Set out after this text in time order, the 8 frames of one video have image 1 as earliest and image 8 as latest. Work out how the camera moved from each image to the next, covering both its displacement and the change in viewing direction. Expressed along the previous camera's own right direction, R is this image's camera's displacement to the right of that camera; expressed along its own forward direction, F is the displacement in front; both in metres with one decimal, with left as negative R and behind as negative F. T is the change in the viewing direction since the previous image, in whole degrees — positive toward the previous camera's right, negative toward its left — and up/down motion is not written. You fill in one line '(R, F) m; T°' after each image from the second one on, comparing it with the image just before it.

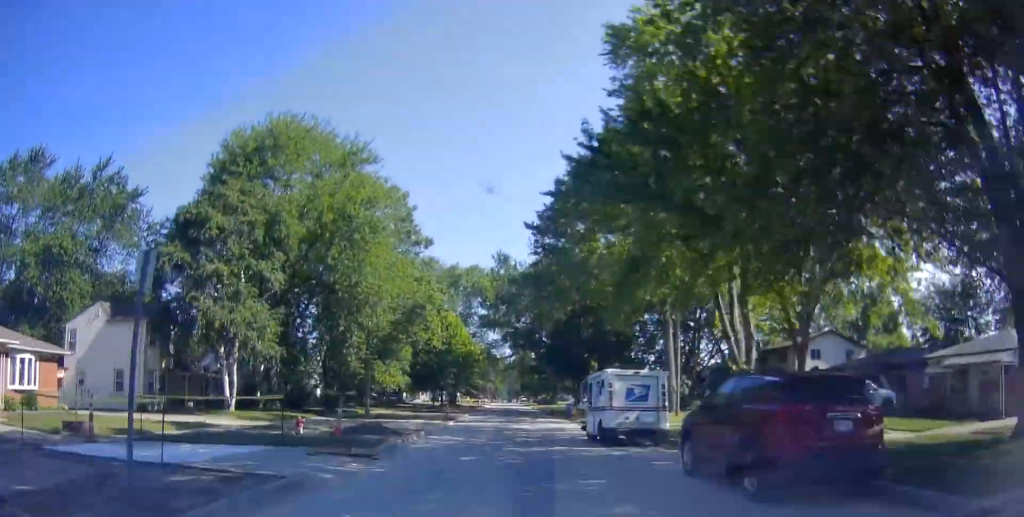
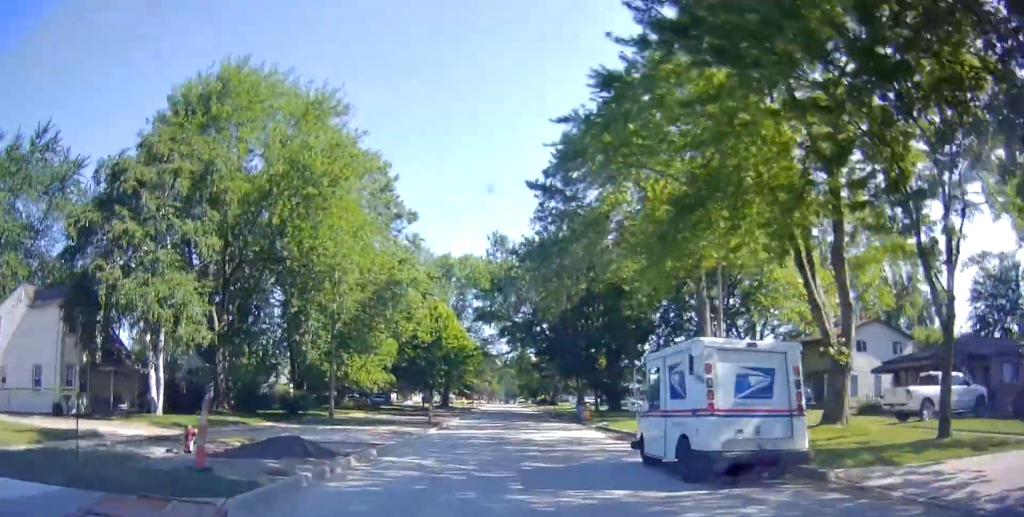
(+0.1, +8.2) m; +1°
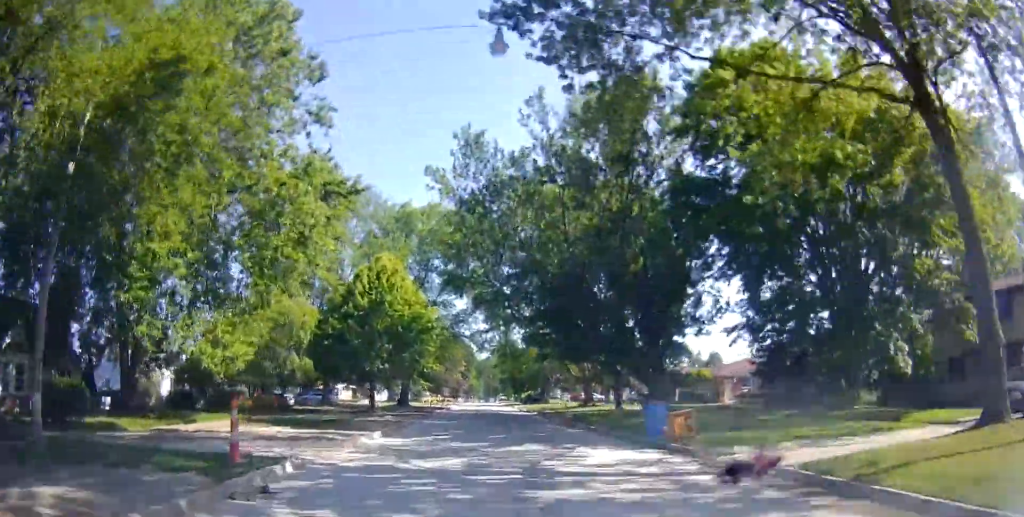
(0.0, +22.5) m; -1°
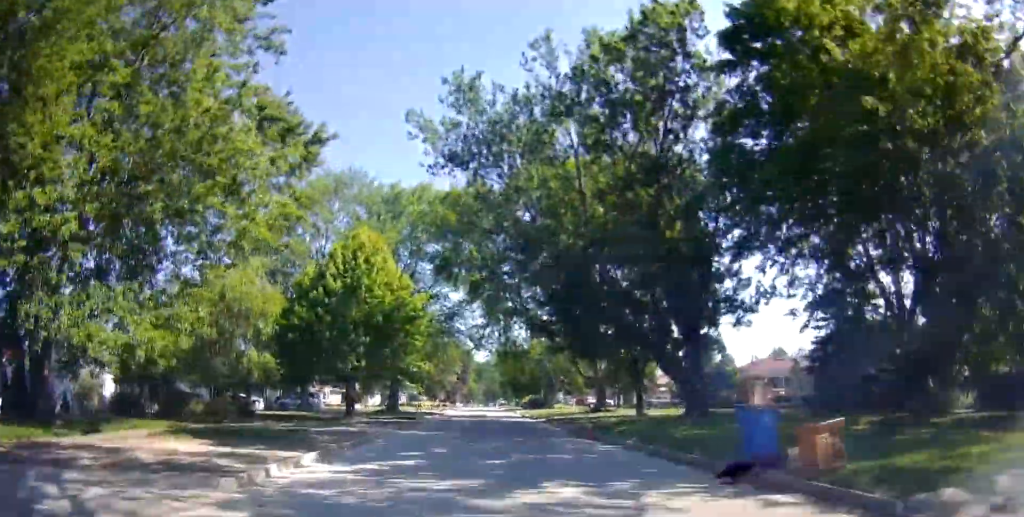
(-0.1, +7.2) m; -1°
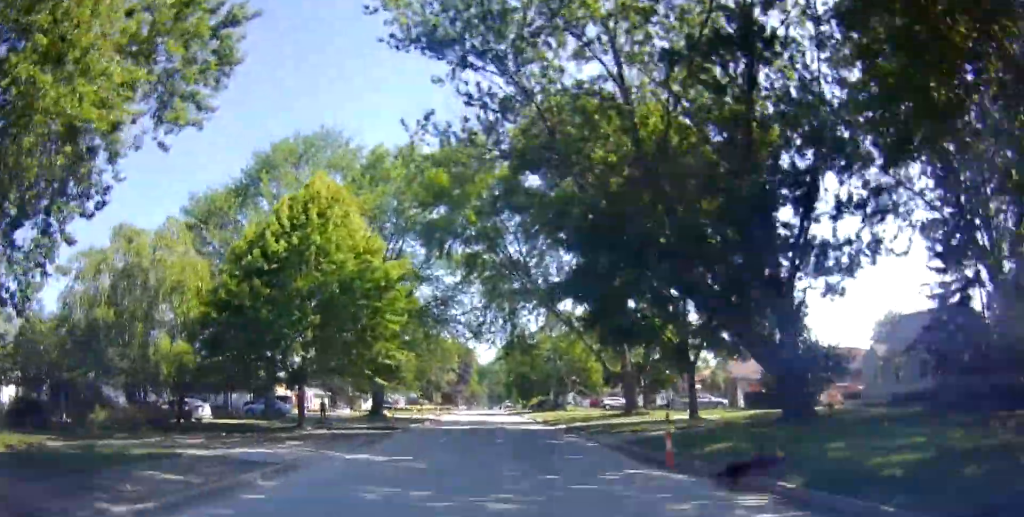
(-0.1, +10.1) m; -1°
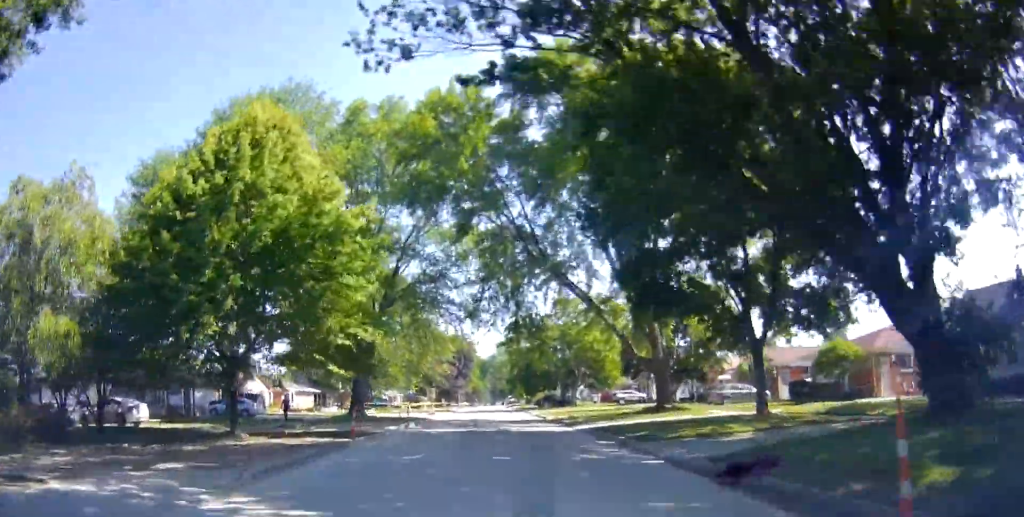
(0.0, +7.7) m; 0°
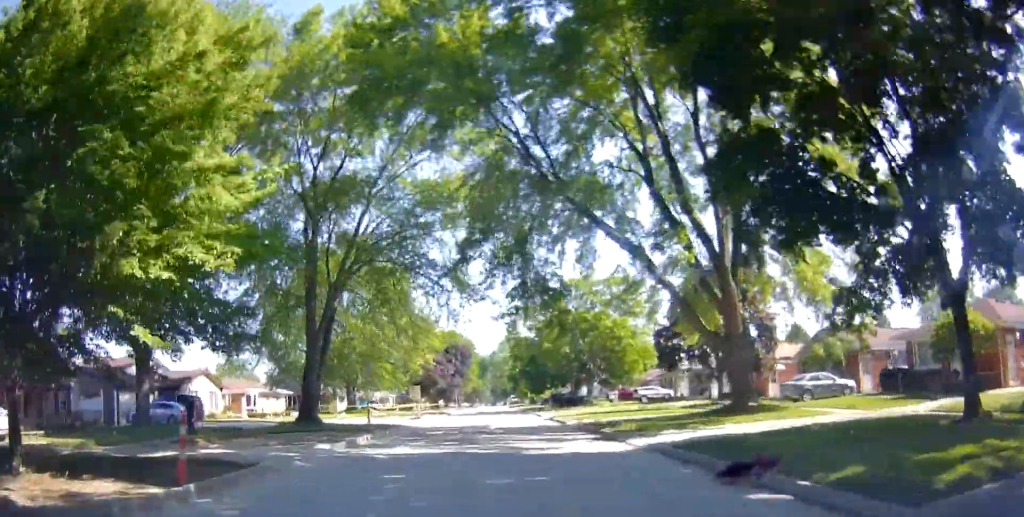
(0.0, +11.2) m; +1°
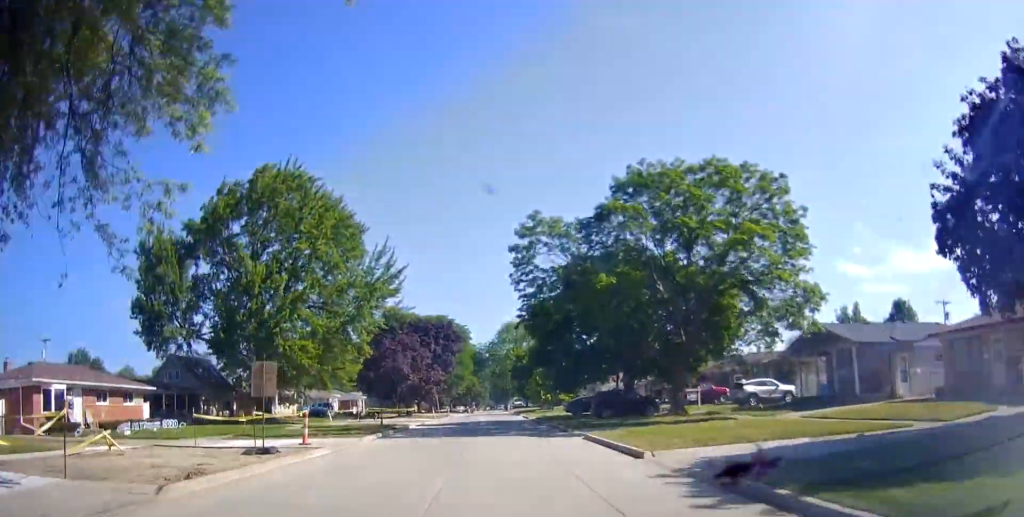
(+0.6, +29.3) m; +2°
